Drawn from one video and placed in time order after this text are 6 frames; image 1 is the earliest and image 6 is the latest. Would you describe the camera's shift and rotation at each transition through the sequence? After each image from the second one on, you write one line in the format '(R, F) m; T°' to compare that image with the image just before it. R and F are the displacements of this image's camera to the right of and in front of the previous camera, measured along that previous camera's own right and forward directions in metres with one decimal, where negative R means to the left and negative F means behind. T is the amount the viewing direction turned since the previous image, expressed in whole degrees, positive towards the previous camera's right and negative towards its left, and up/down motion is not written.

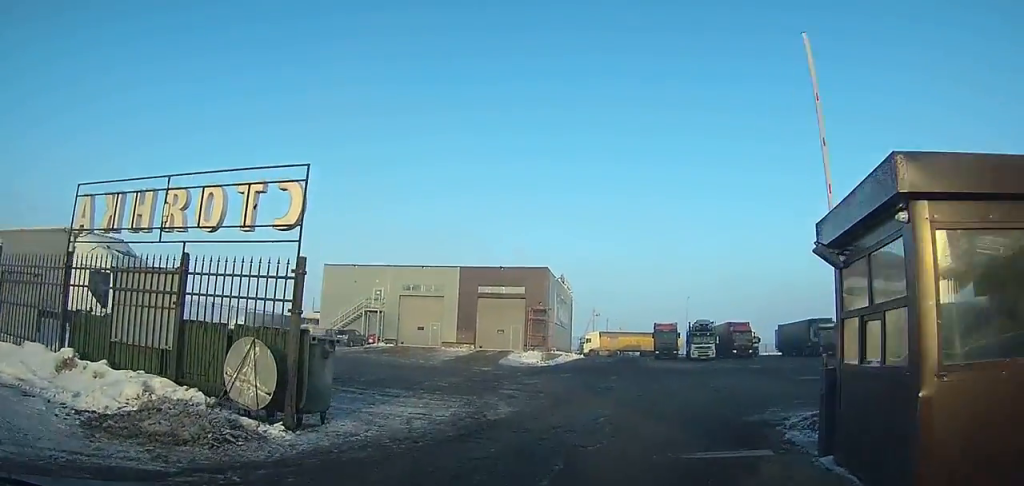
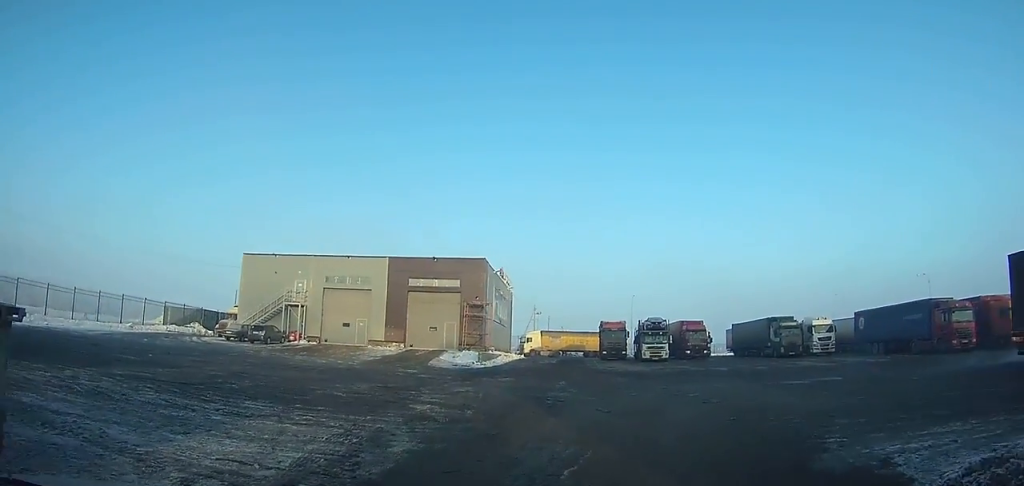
(+0.3, +6.4) m; +8°
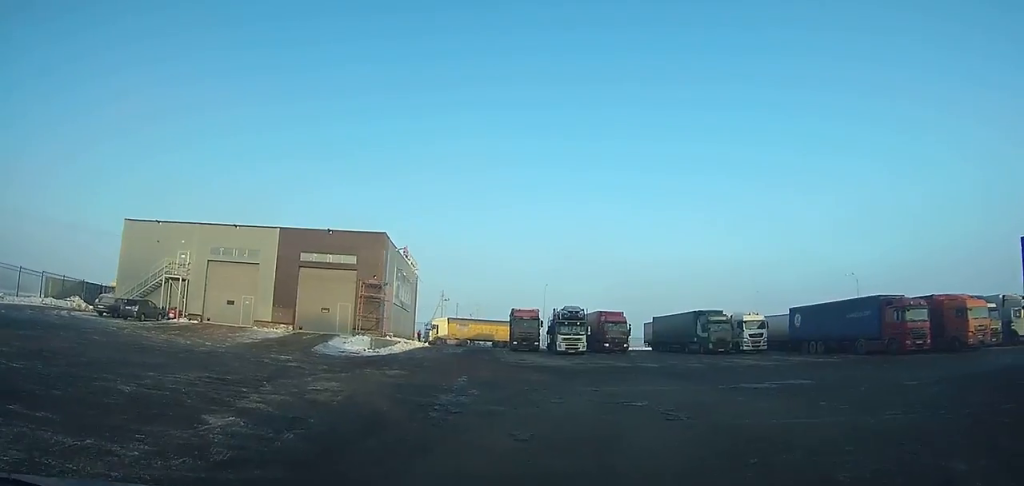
(+0.3, +6.4) m; +10°
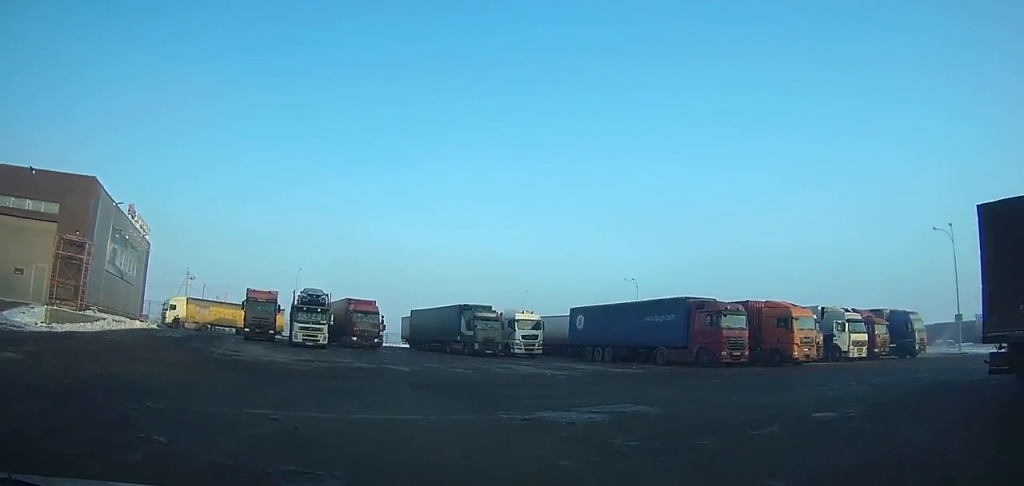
(+2.0, +10.4) m; +22°
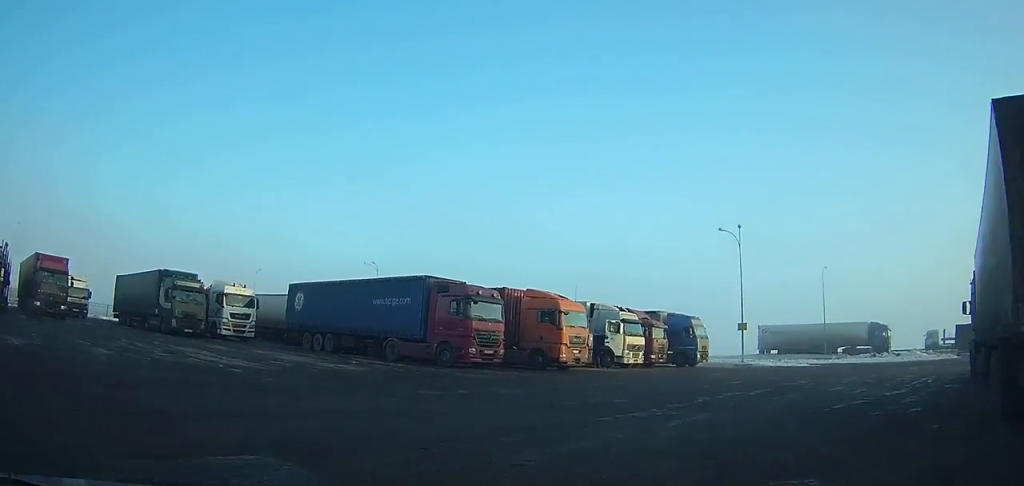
(+1.7, +9.8) m; +22°
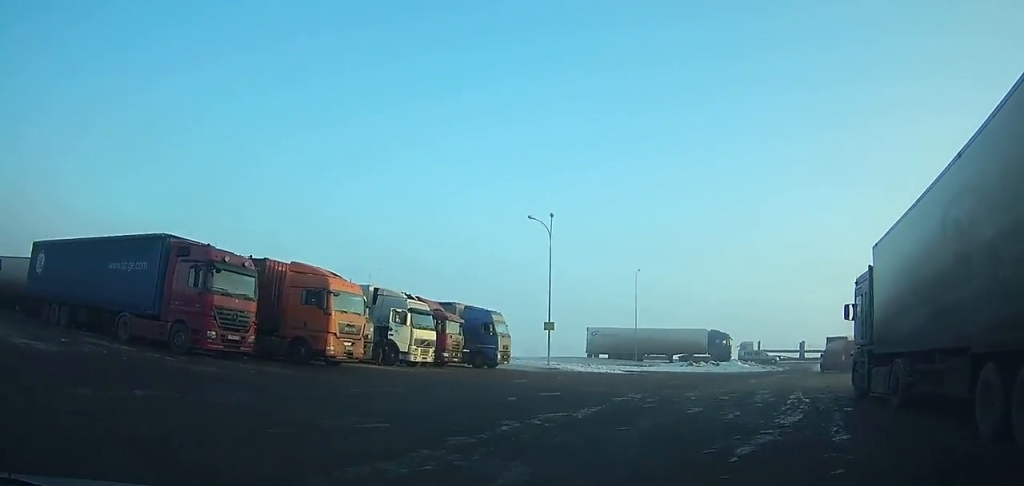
(+1.0, +7.1) m; +12°
